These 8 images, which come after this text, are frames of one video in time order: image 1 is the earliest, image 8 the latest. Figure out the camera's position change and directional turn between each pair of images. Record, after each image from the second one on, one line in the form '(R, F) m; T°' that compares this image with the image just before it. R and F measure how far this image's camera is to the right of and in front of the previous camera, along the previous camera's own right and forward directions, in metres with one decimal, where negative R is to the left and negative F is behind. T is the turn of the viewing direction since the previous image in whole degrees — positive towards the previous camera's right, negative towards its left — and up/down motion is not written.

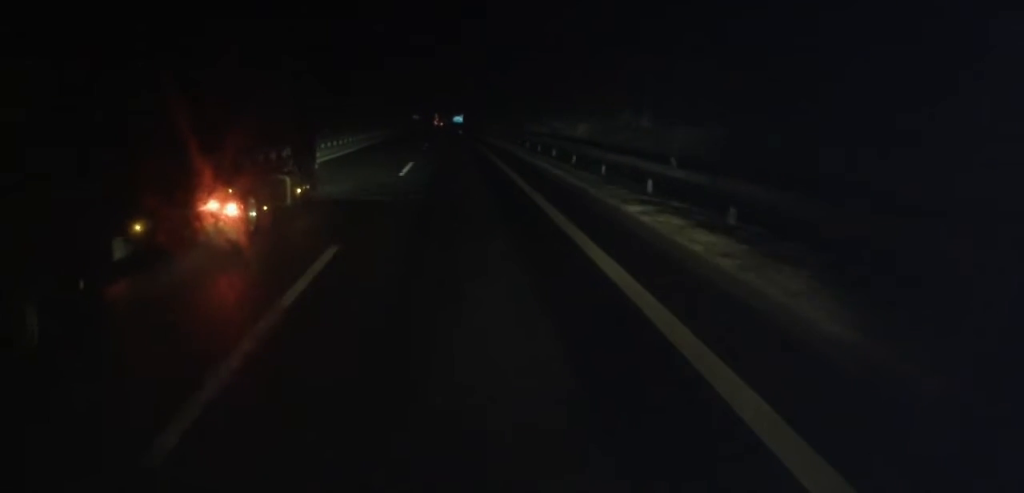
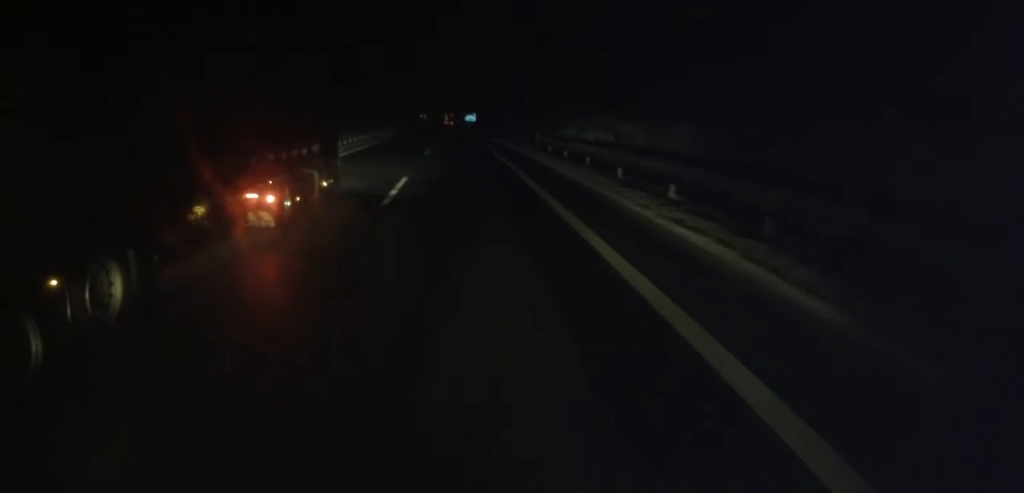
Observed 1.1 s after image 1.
(-0.5, +25.4) m; -1°
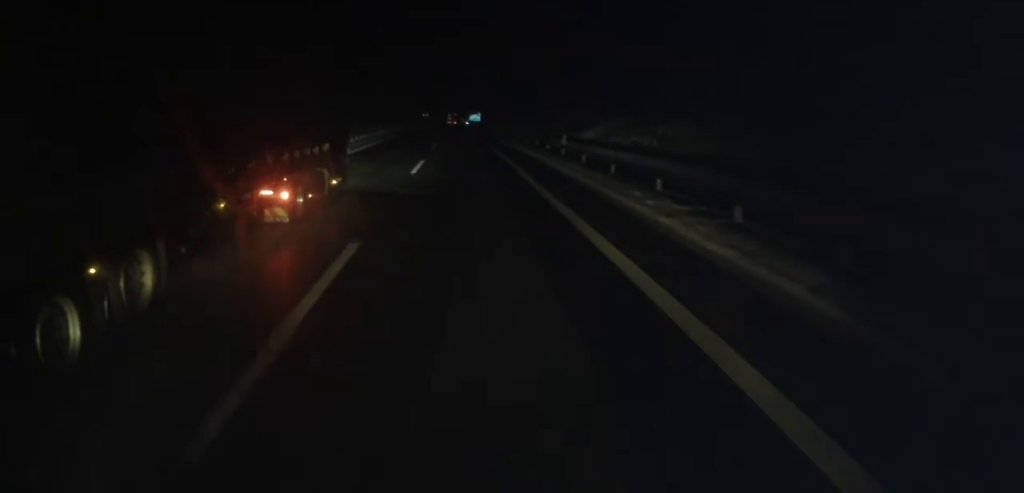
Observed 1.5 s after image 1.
(0.0, +10.3) m; 0°
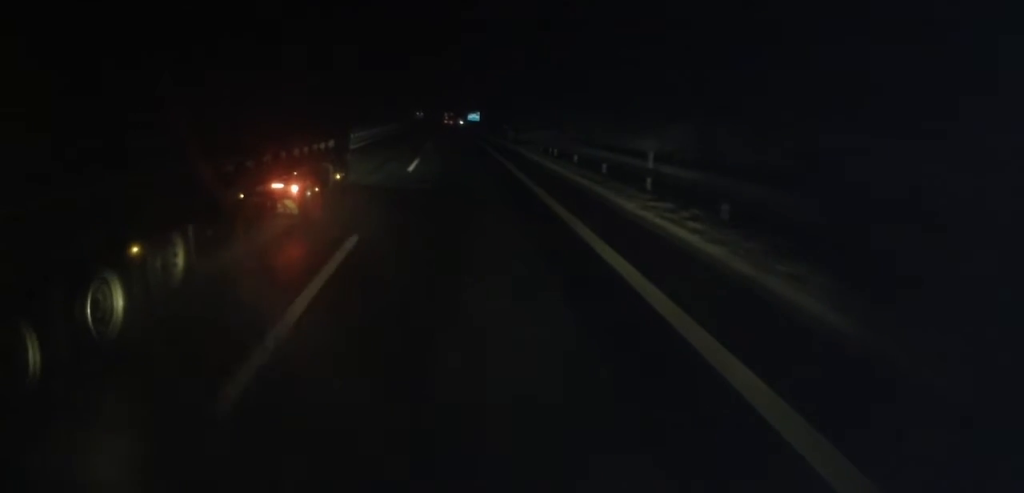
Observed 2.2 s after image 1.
(+0.3, +17.4) m; -1°
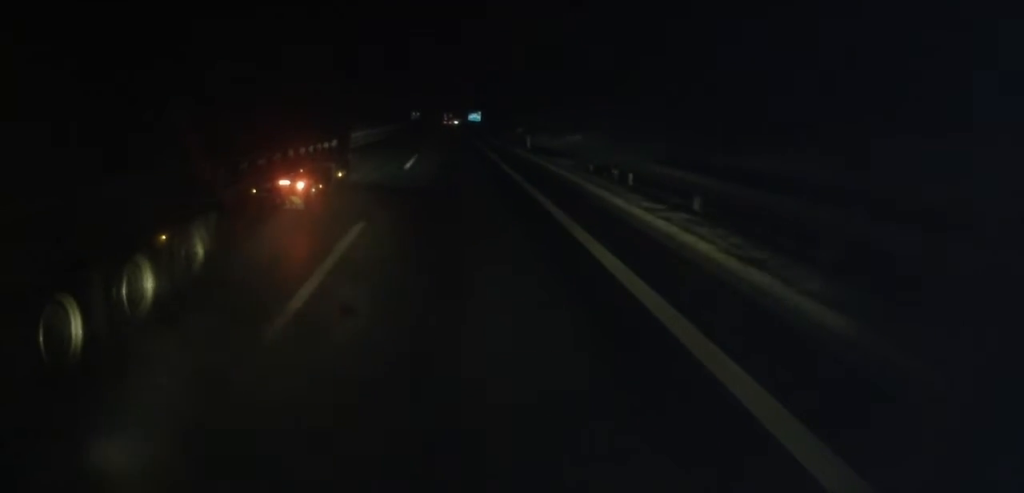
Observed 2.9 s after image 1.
(-0.7, +16.7) m; -1°
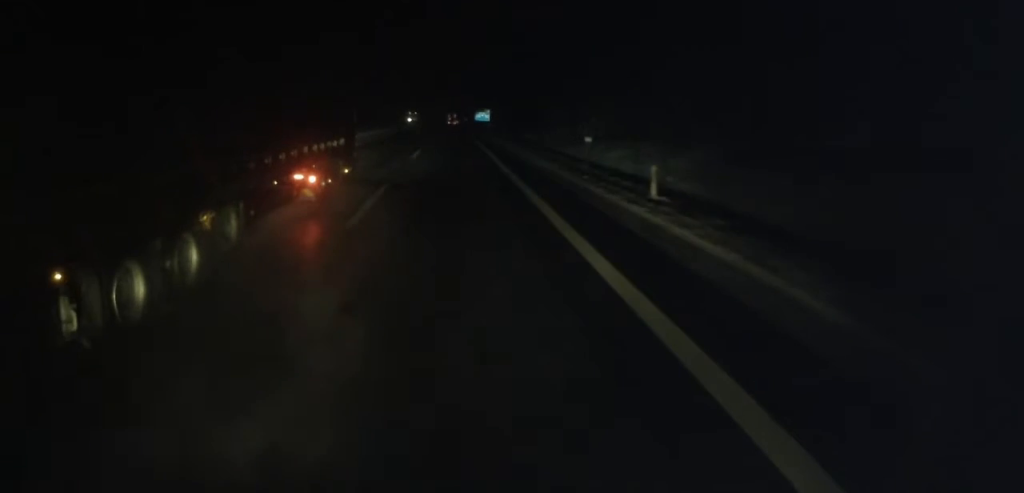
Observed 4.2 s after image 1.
(+0.1, +30.3) m; +1°
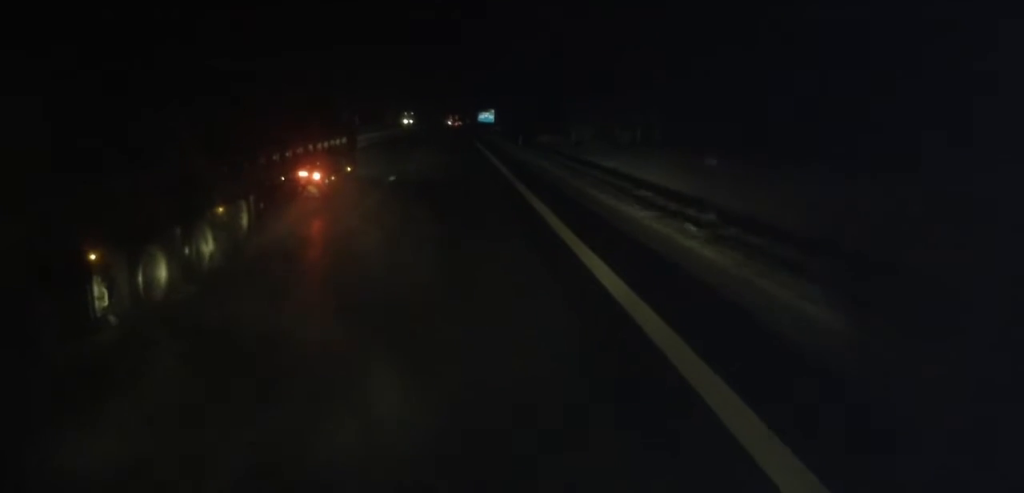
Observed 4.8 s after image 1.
(+0.1, +15.2) m; 0°
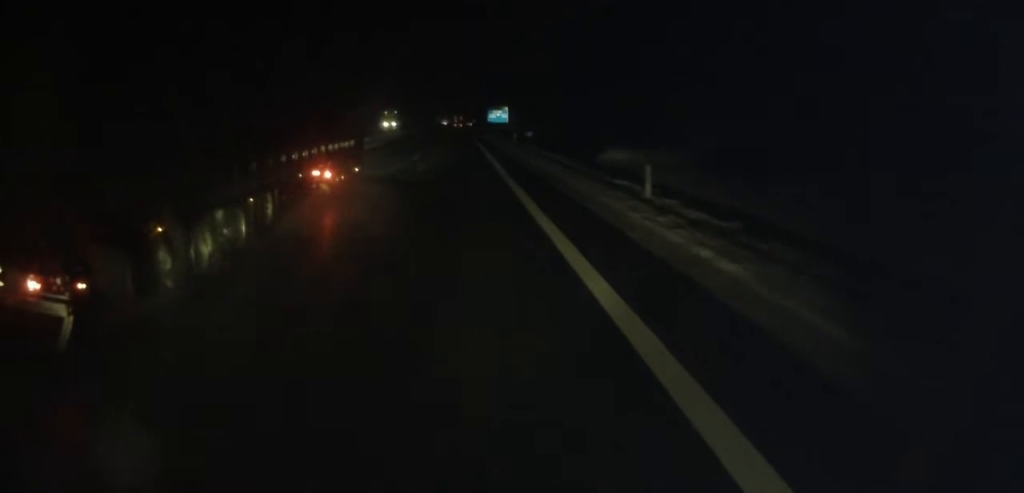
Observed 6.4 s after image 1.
(-0.1, +37.4) m; 0°
